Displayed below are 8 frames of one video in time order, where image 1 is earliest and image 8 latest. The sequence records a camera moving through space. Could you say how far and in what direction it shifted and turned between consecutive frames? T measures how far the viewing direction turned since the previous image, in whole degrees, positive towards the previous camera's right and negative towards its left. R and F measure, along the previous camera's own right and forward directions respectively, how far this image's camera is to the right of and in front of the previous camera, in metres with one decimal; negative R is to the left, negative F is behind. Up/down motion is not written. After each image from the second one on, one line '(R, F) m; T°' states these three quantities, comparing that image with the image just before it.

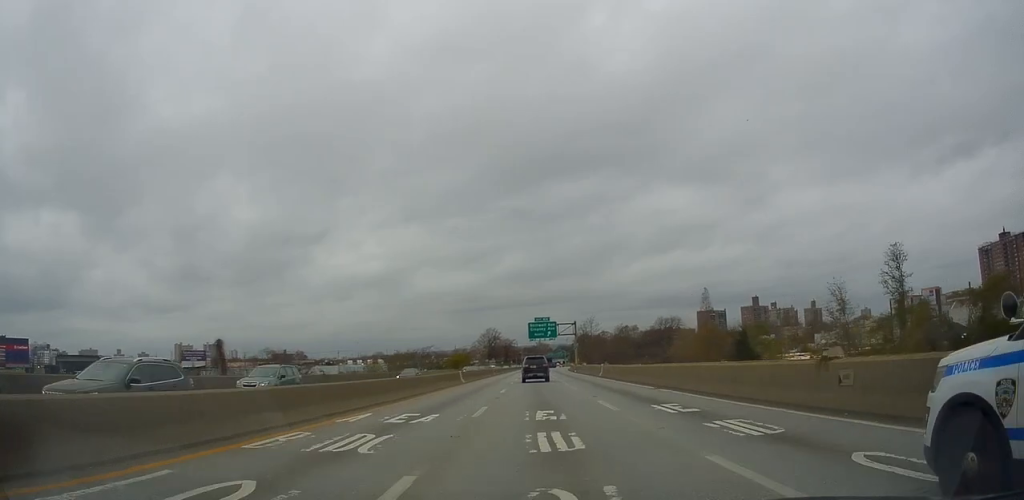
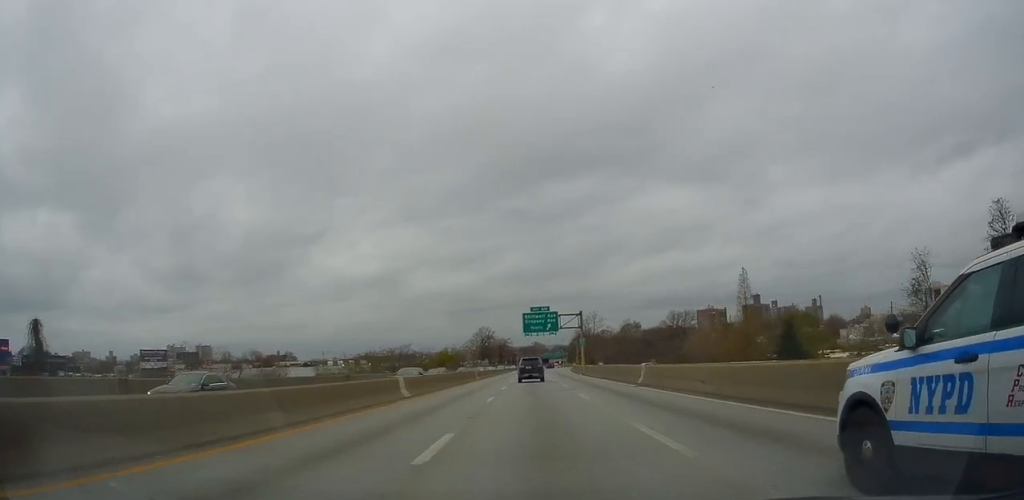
(+0.1, +19.7) m; 0°
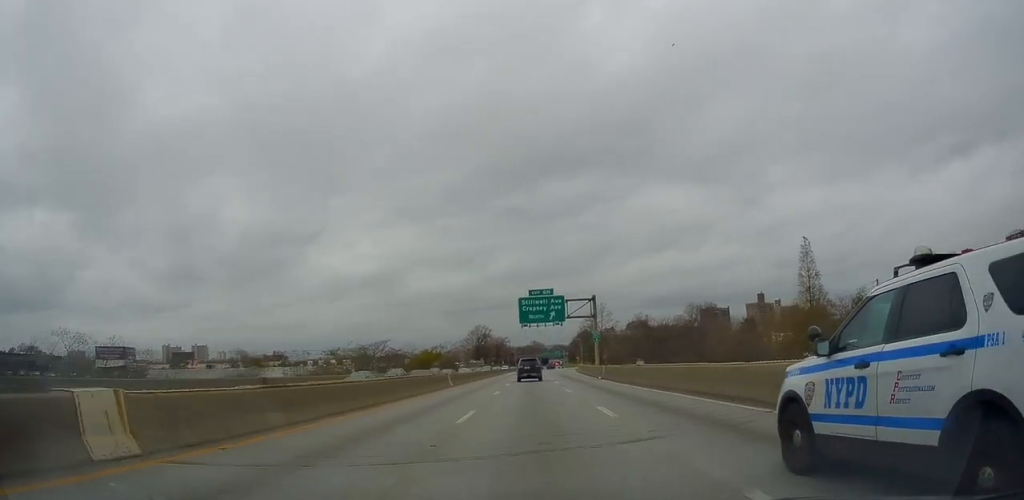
(+0.5, +19.2) m; -1°
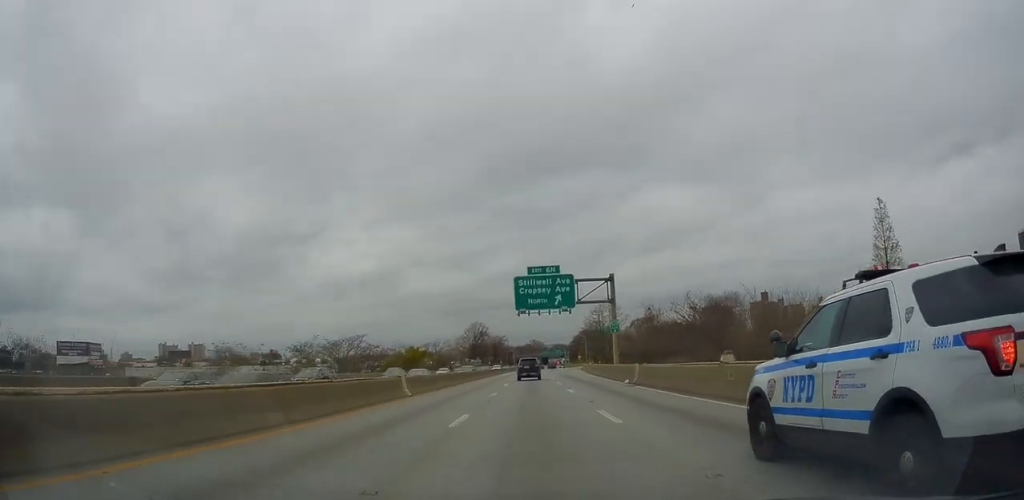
(-0.6, +14.6) m; 0°
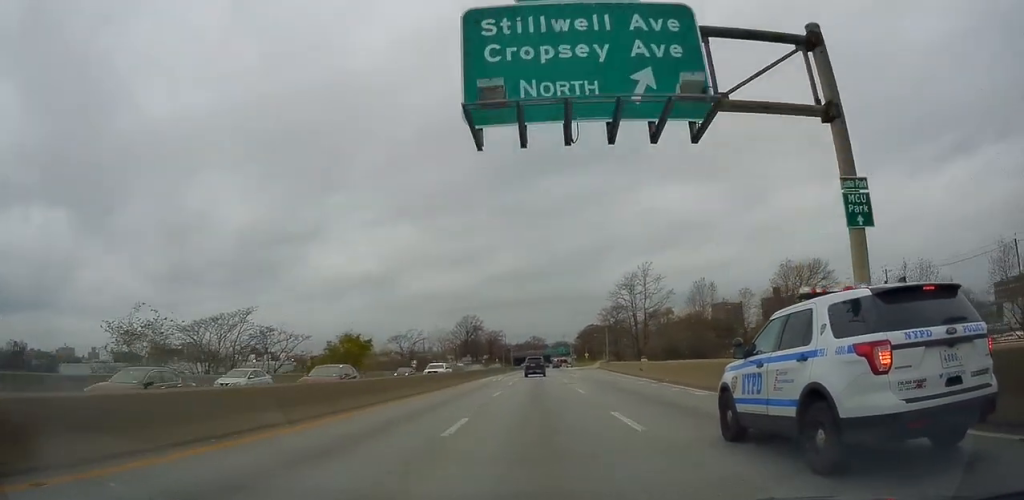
(+0.6, +38.2) m; +2°
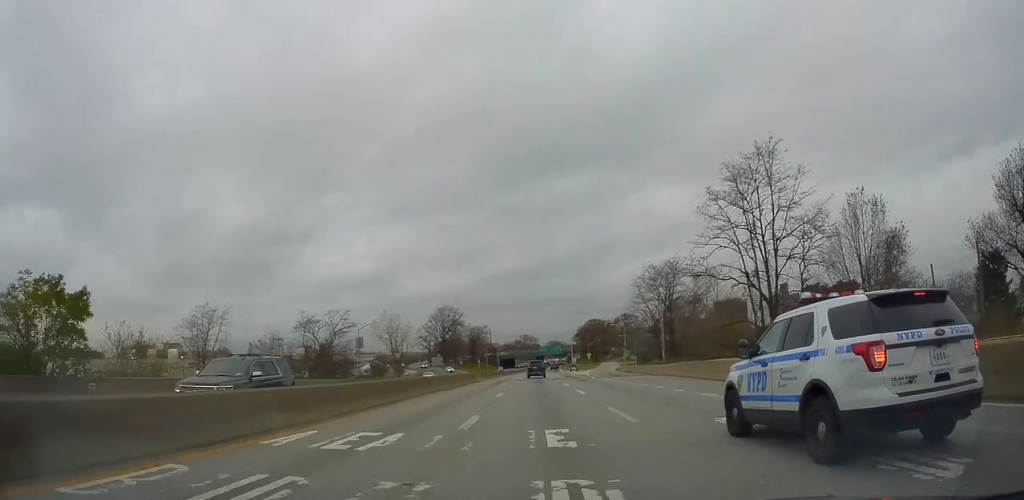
(+0.1, +48.5) m; 0°
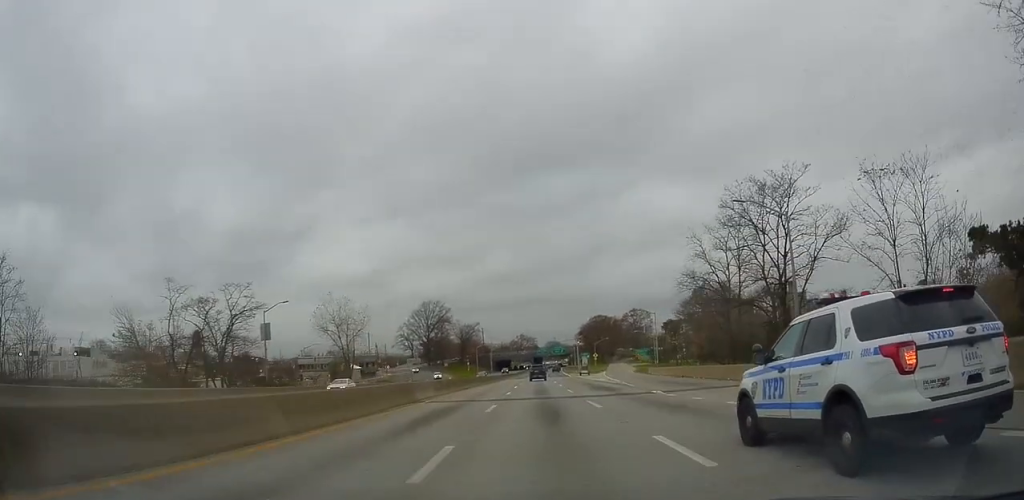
(-0.4, +29.0) m; +1°
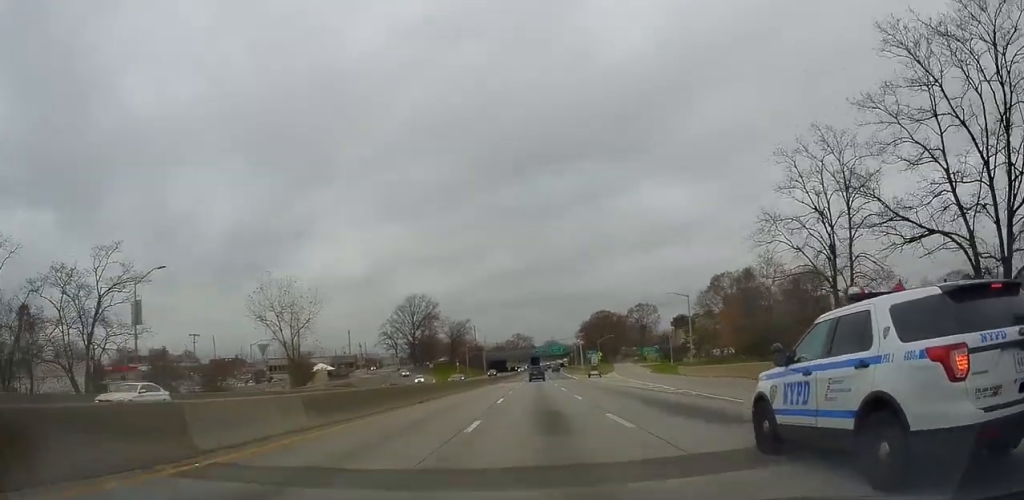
(+0.4, +18.6) m; +1°
